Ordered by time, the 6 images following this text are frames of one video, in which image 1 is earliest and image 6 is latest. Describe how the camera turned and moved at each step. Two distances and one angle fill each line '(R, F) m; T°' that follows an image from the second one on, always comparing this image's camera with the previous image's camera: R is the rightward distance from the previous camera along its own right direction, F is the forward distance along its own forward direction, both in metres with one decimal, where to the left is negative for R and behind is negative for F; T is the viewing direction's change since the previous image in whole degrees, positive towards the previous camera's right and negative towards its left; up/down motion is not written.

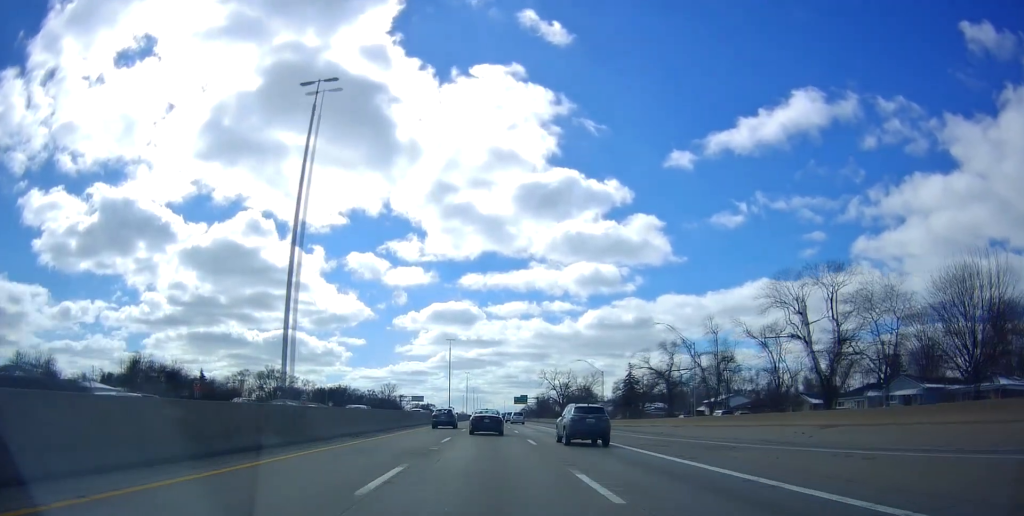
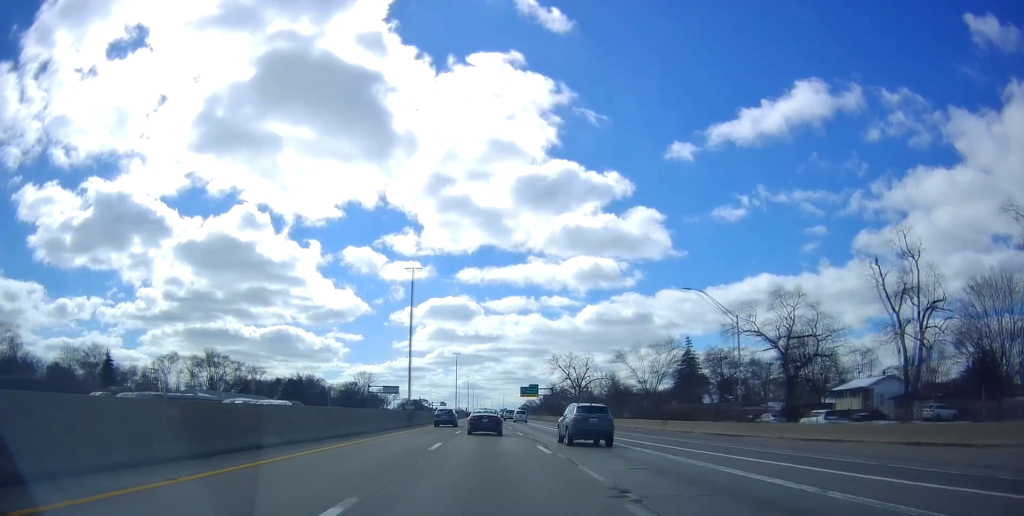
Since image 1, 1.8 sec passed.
(-0.7, +50.7) m; -2°
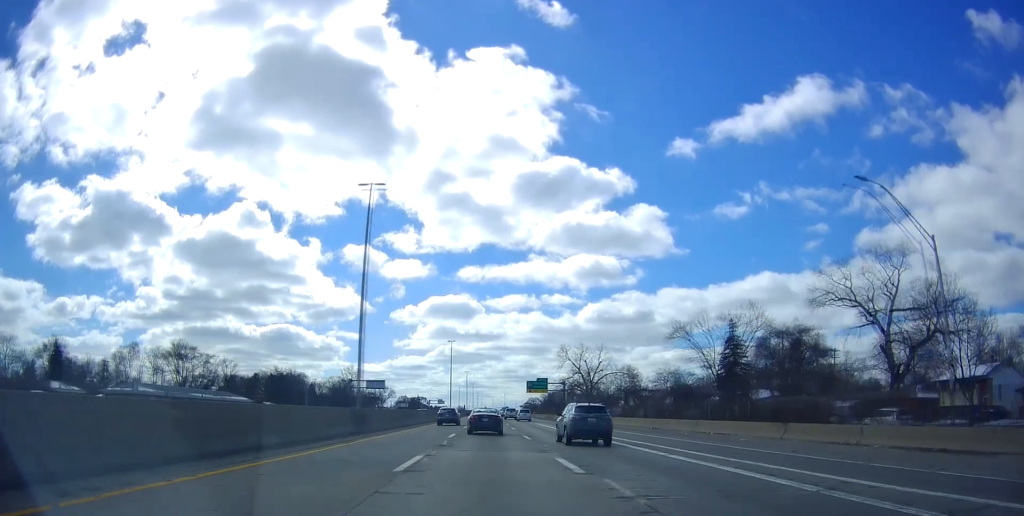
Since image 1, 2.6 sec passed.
(-0.2, +21.3) m; 0°
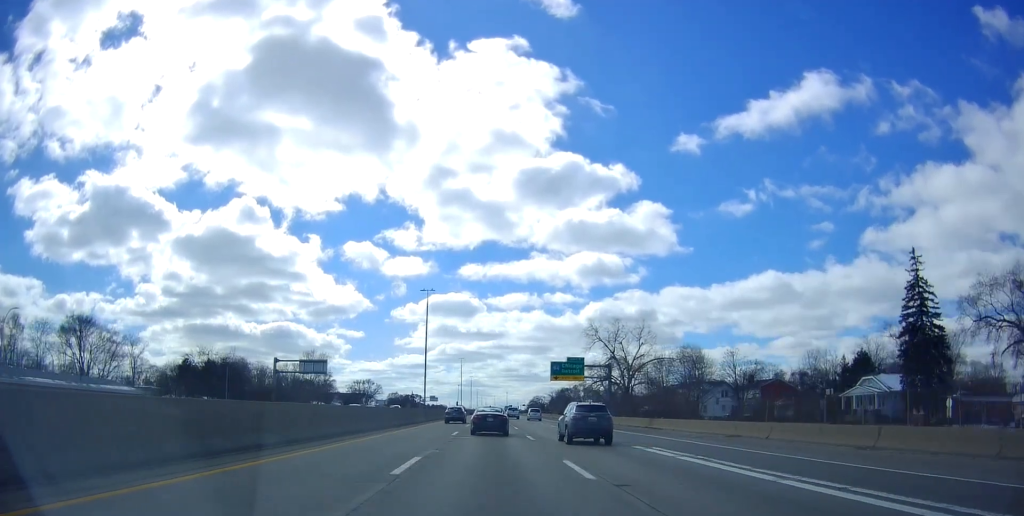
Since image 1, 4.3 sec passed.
(+0.5, +46.8) m; 0°
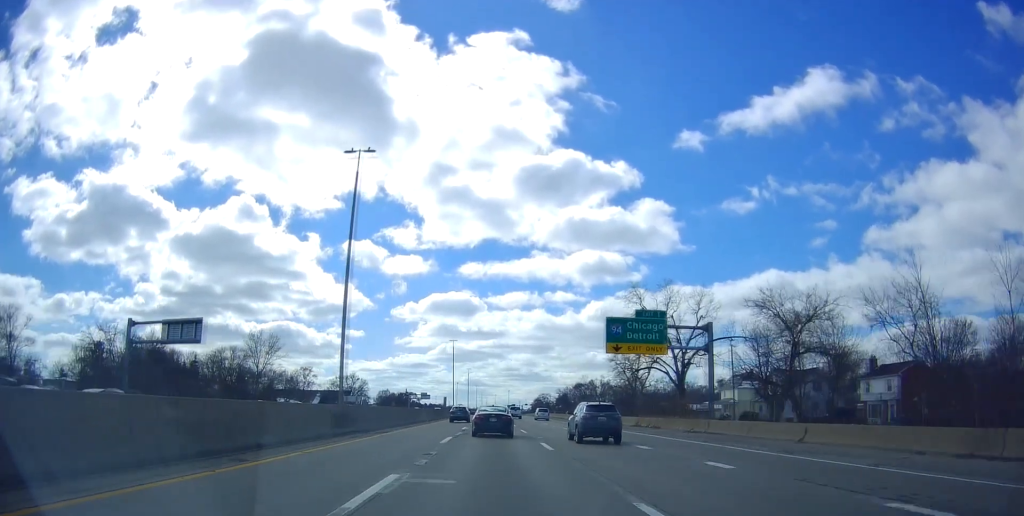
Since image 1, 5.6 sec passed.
(0.0, +37.4) m; 0°
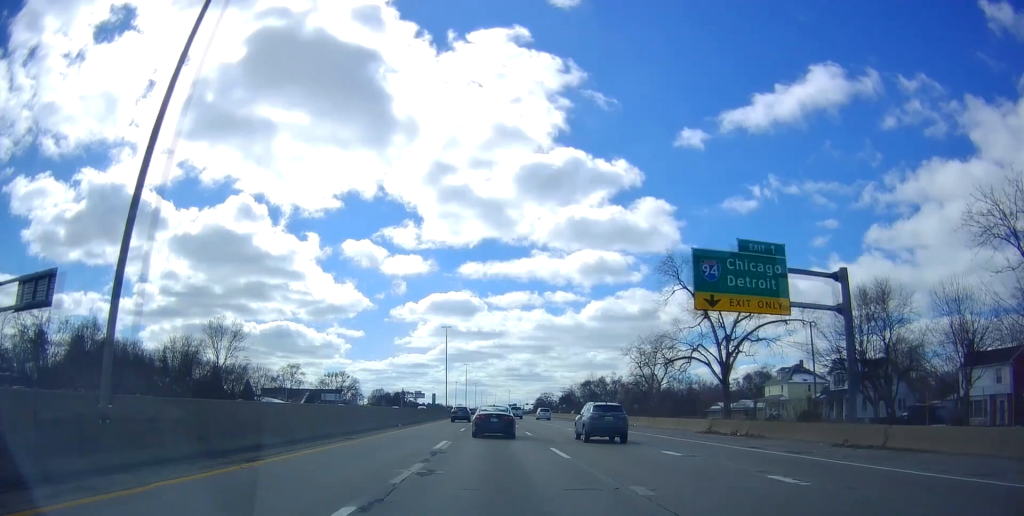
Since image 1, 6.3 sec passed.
(0.0, +18.7) m; +1°
